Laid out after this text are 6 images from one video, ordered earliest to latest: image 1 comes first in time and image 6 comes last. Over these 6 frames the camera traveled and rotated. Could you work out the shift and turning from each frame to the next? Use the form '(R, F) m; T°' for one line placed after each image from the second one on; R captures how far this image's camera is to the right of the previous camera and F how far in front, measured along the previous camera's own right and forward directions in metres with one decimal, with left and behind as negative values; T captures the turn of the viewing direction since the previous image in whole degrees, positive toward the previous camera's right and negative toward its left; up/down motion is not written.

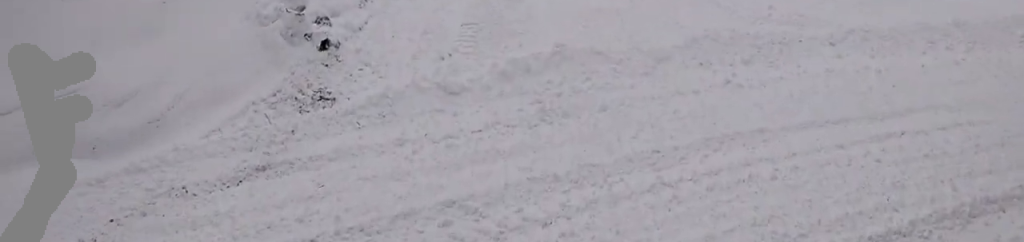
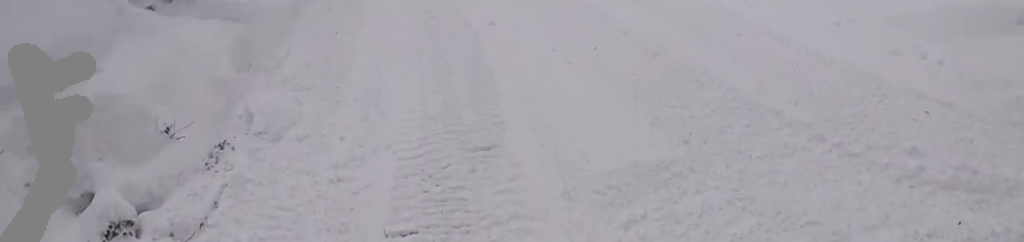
(-0.4, +9.4) m; -6°
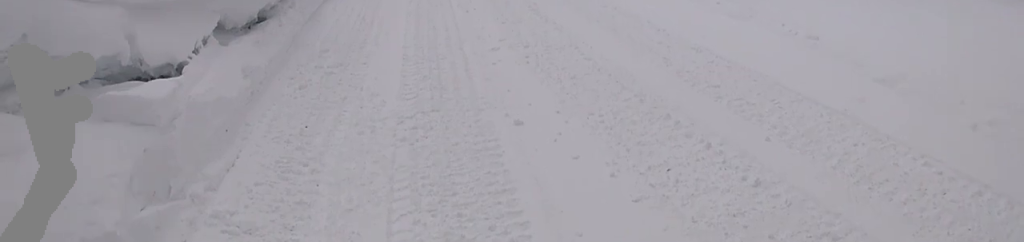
(-0.4, +4.7) m; +2°
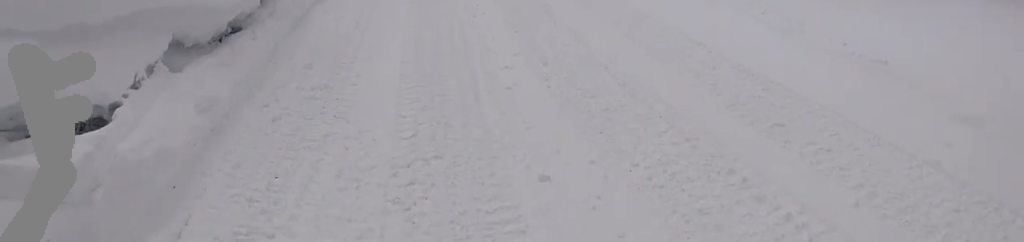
(0.0, +2.9) m; +9°
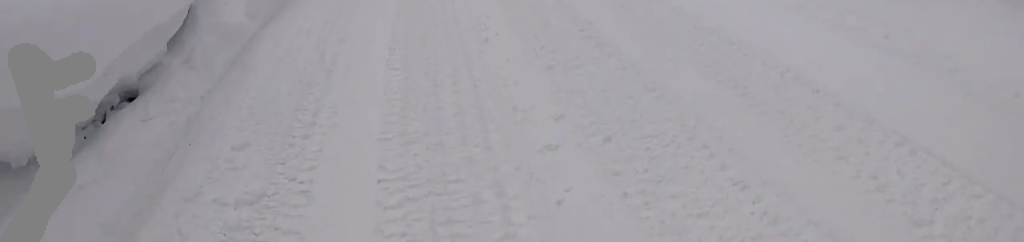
(+0.7, +6.1) m; -3°
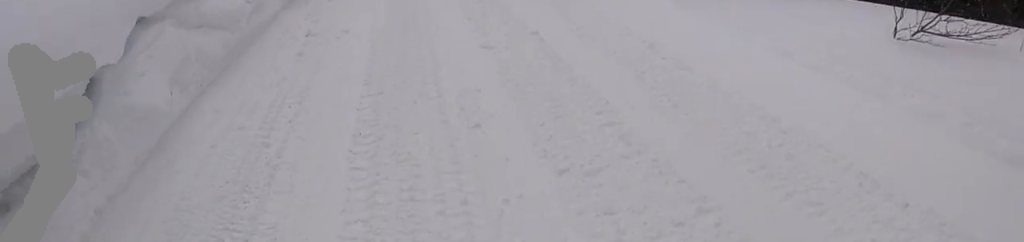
(-0.3, +3.2) m; -3°
